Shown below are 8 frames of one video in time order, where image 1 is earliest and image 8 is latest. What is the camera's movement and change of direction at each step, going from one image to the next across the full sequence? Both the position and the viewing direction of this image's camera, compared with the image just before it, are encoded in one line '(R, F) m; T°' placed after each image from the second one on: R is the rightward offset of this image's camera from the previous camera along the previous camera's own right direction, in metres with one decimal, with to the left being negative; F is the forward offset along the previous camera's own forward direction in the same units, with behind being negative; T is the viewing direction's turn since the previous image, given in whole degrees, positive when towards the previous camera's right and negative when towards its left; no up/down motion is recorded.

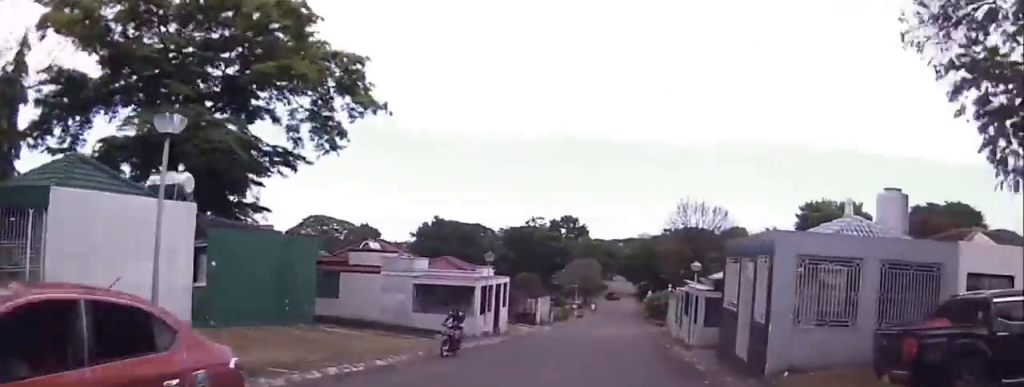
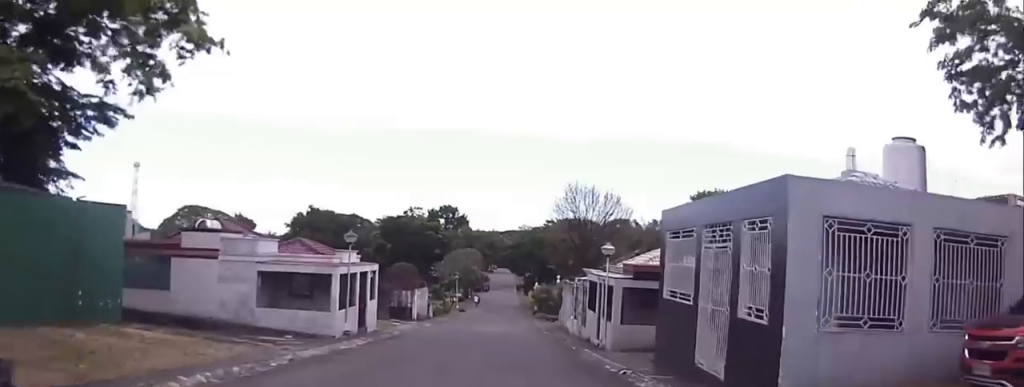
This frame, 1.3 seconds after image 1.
(+1.0, +7.2) m; +19°
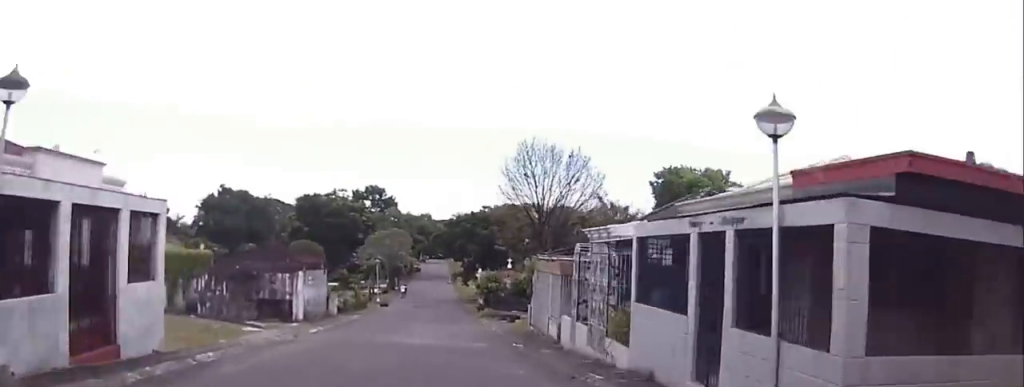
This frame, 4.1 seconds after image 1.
(+3.8, +19.7) m; +12°
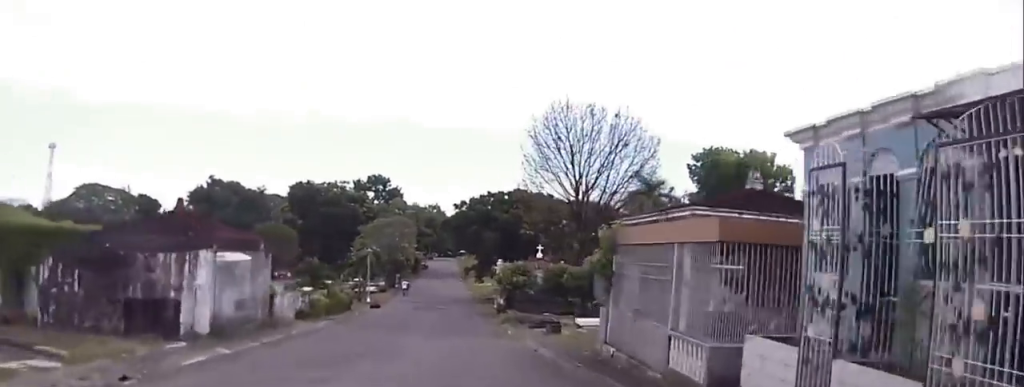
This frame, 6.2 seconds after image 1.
(+0.2, +15.1) m; +1°
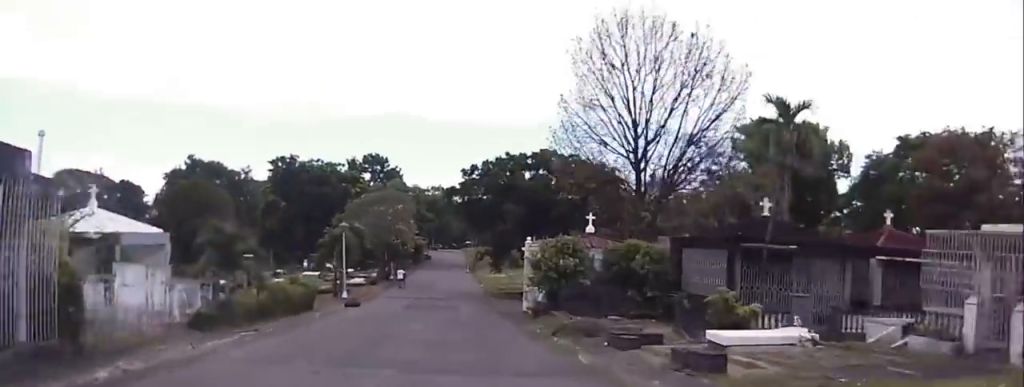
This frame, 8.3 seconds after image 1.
(0.0, +14.9) m; 0°
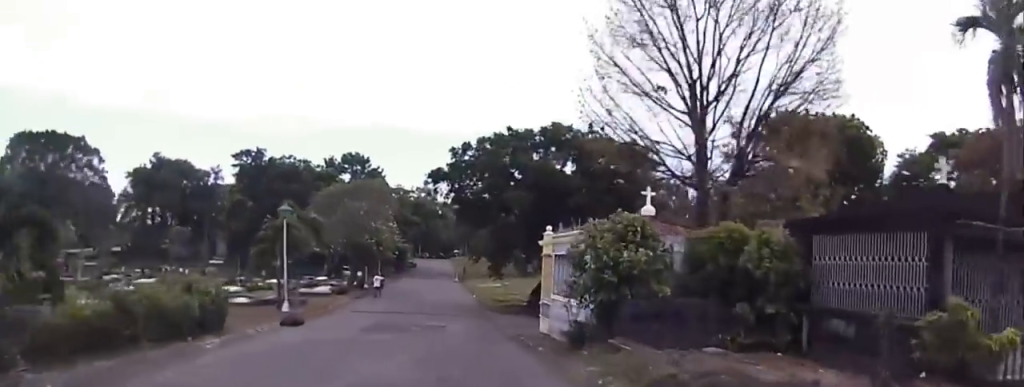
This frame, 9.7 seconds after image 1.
(0.0, +10.4) m; 0°
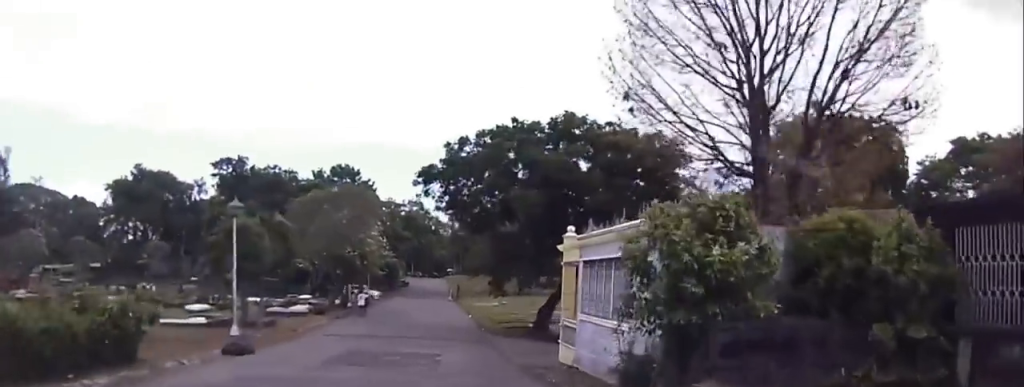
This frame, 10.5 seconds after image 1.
(+0.1, +5.5) m; 0°
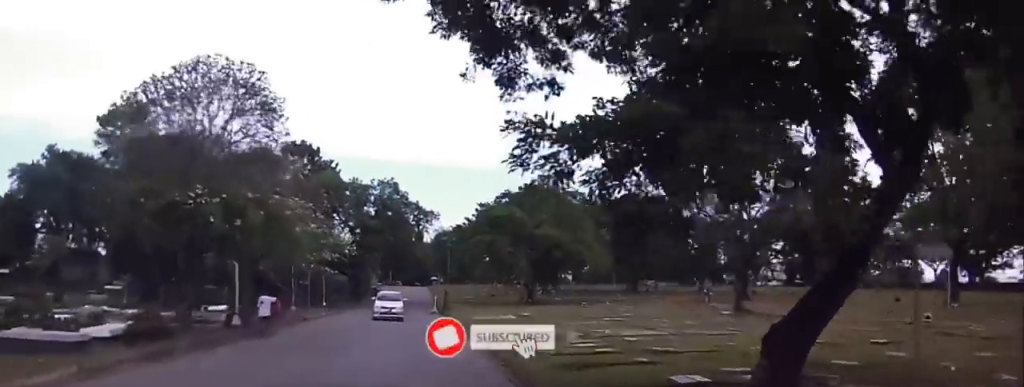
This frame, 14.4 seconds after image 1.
(+0.3, +25.7) m; 0°
